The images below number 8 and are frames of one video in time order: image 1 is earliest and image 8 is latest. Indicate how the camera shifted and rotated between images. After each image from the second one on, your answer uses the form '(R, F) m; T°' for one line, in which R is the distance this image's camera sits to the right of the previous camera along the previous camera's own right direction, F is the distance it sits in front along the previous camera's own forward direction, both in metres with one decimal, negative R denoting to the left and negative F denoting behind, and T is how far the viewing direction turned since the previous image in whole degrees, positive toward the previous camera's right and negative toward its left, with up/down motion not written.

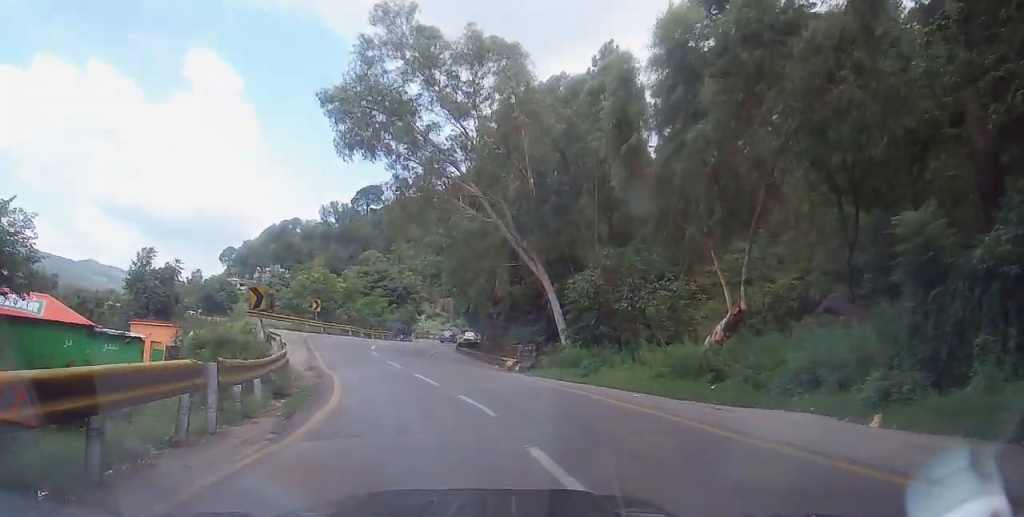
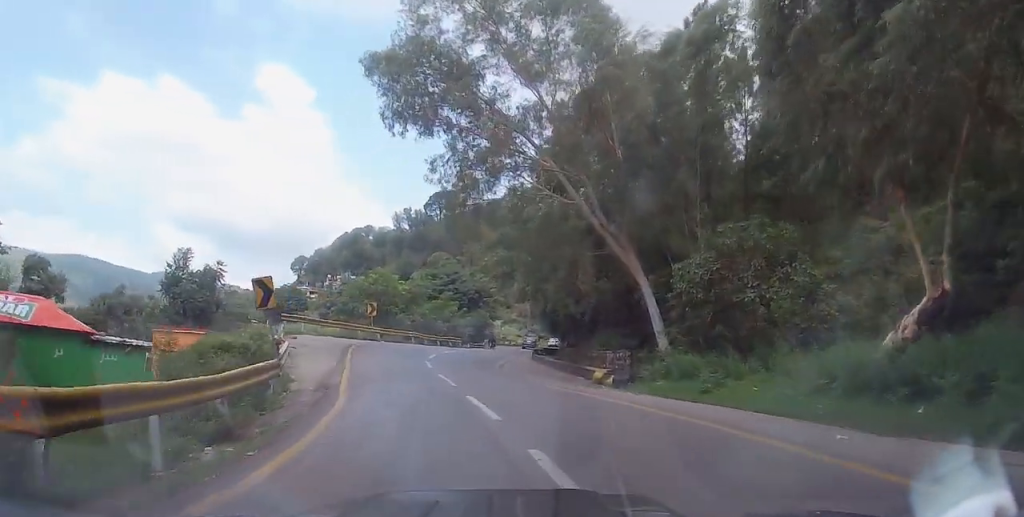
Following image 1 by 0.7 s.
(-0.3, +6.1) m; -8°
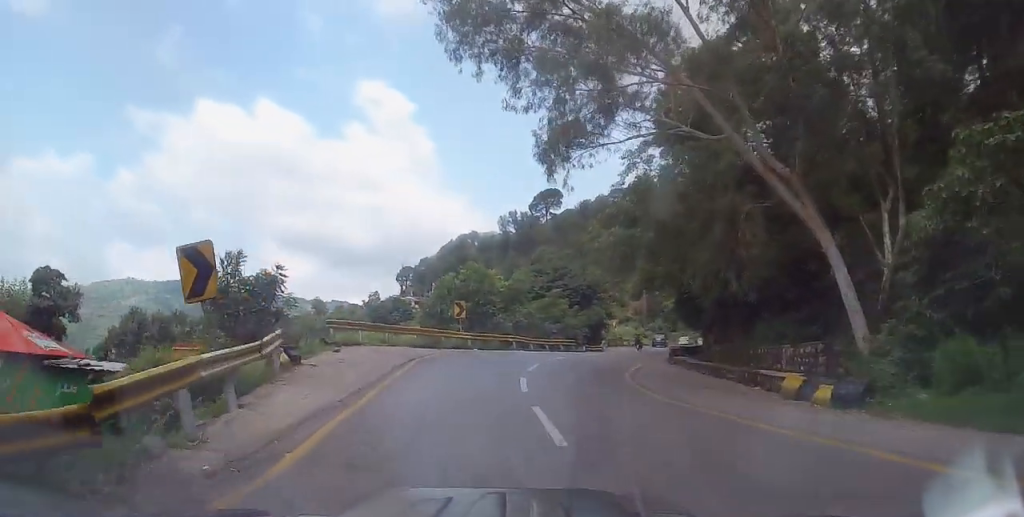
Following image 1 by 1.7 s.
(-1.0, +8.8) m; -9°
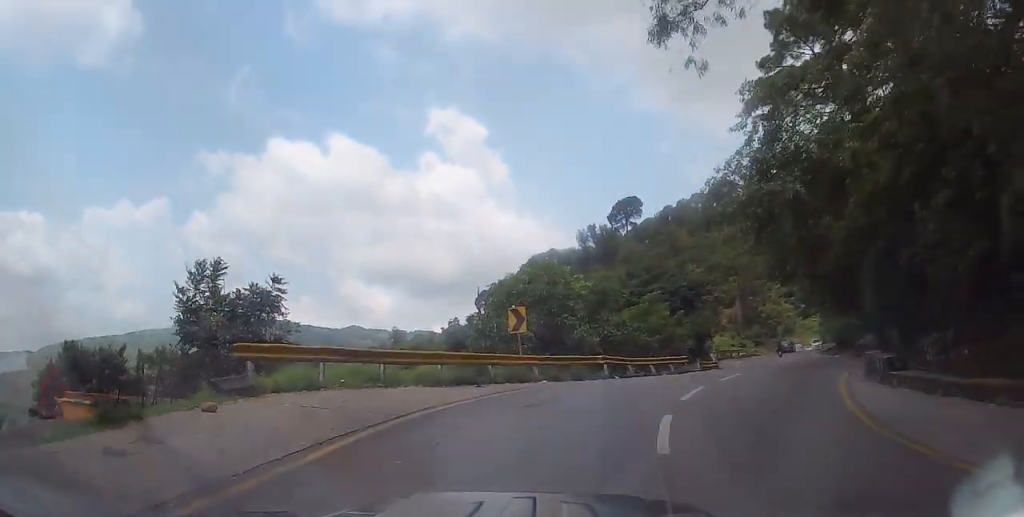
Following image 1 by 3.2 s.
(-0.3, +12.6) m; 0°
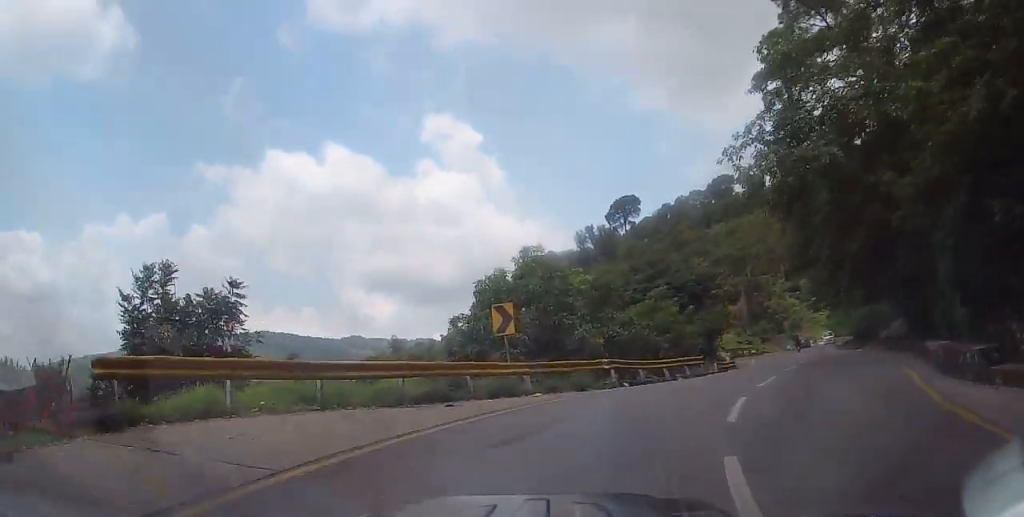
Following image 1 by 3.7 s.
(0.0, +4.1) m; +1°
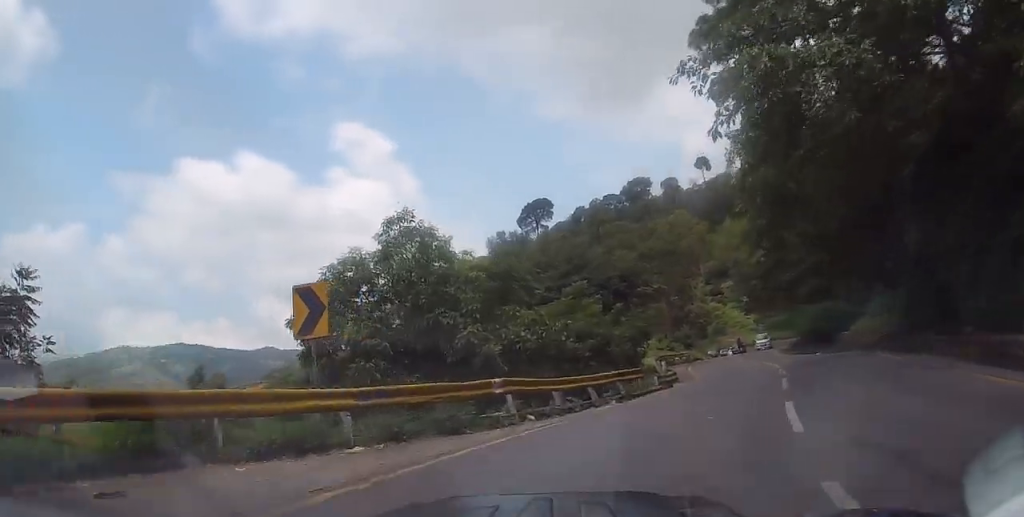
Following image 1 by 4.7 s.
(+0.2, +8.0) m; +5°
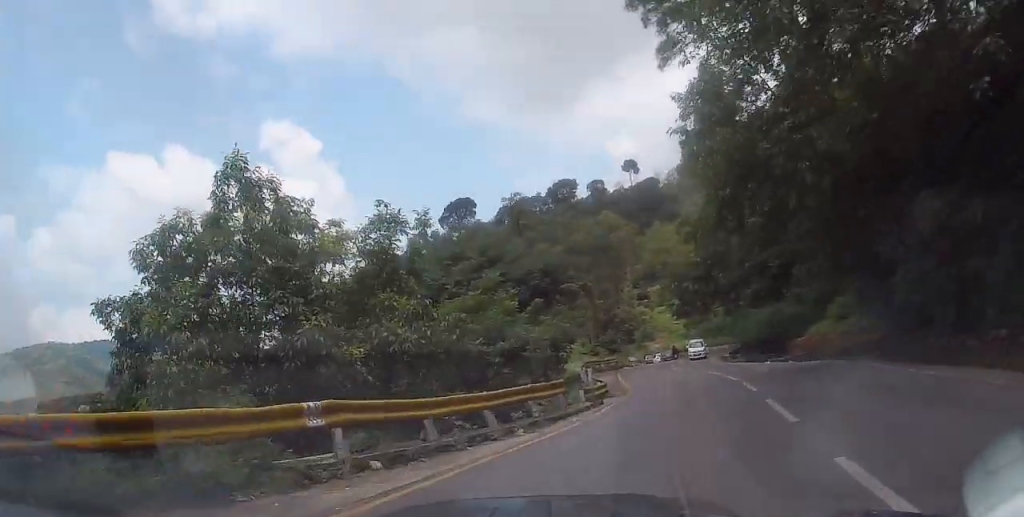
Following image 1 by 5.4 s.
(+0.2, +5.5) m; +5°
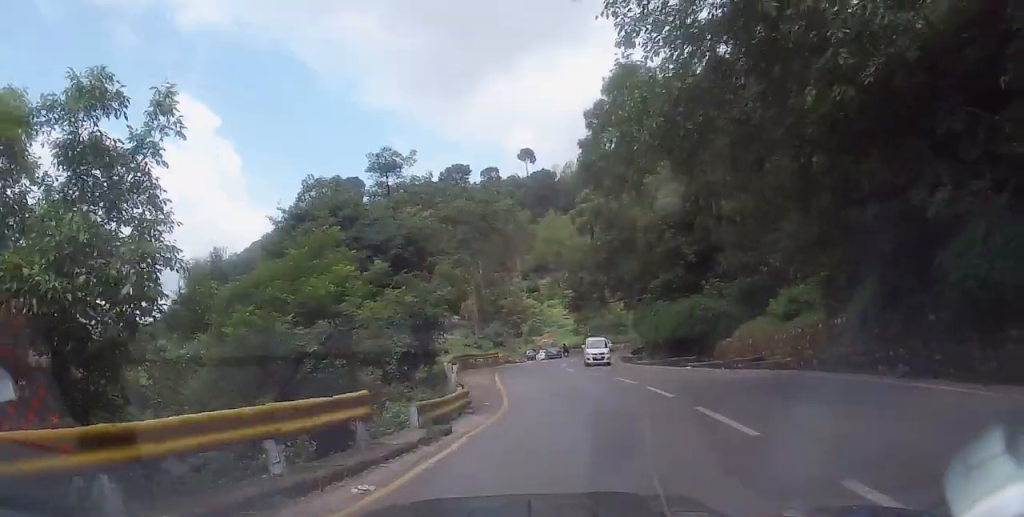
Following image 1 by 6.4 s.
(+0.5, +7.9) m; +5°
